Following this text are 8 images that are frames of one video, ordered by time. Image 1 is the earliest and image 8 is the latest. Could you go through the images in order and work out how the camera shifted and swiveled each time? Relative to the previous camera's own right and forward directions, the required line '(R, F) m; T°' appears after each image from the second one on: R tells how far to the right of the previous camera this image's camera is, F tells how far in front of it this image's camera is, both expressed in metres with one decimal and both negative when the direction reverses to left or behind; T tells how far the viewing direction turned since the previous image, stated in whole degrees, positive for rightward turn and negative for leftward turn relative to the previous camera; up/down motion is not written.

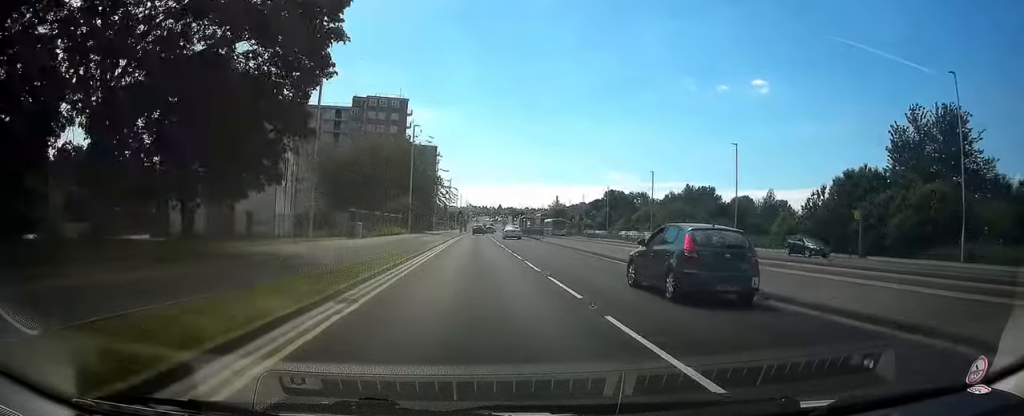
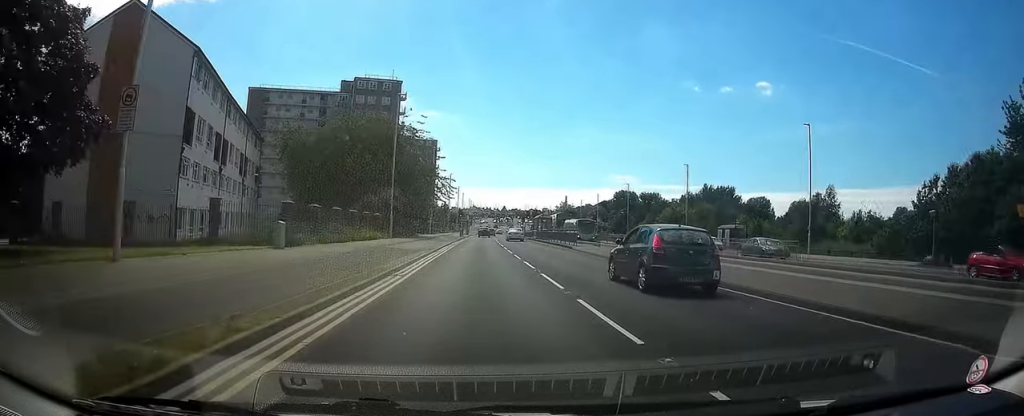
(-0.1, +16.6) m; -1°
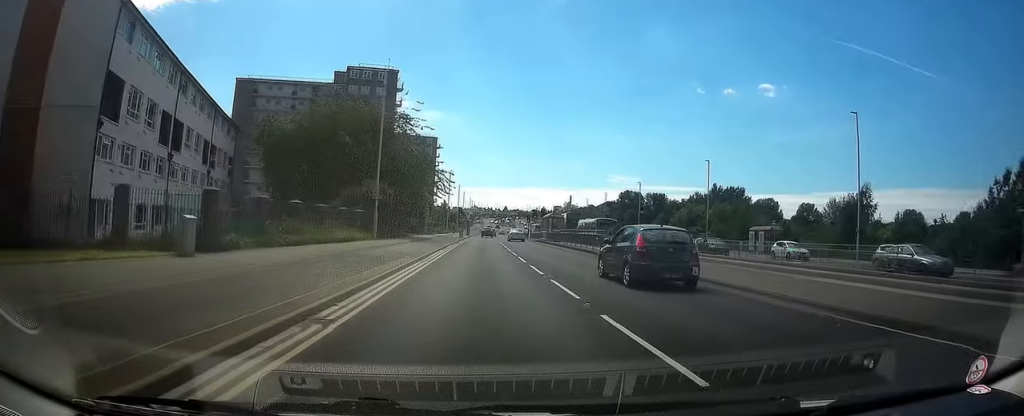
(0.0, +8.0) m; -1°
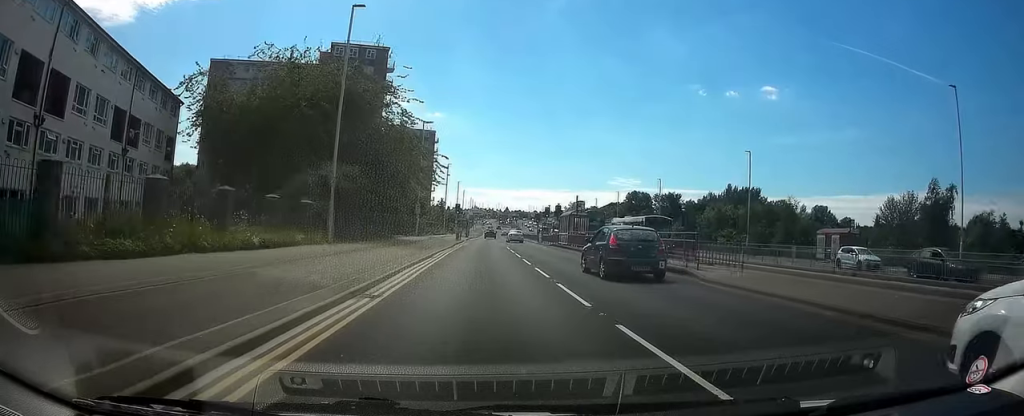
(-0.1, +13.0) m; -1°
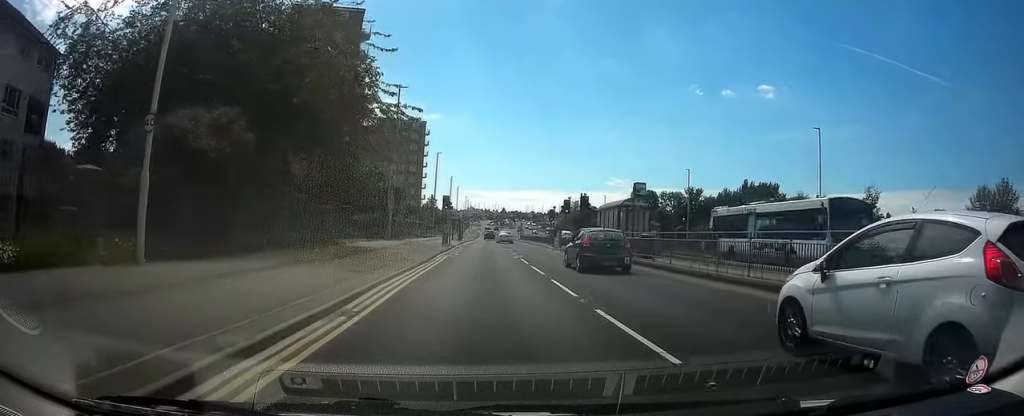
(-0.2, +17.2) m; 0°
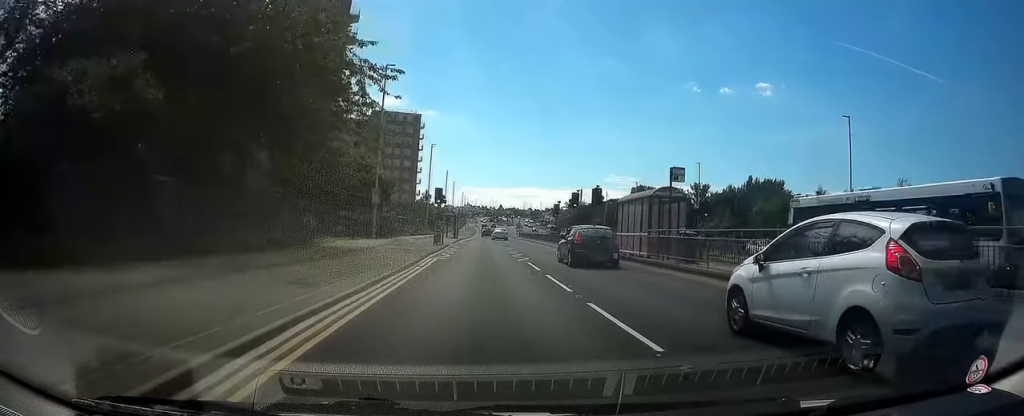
(0.0, +5.9) m; 0°
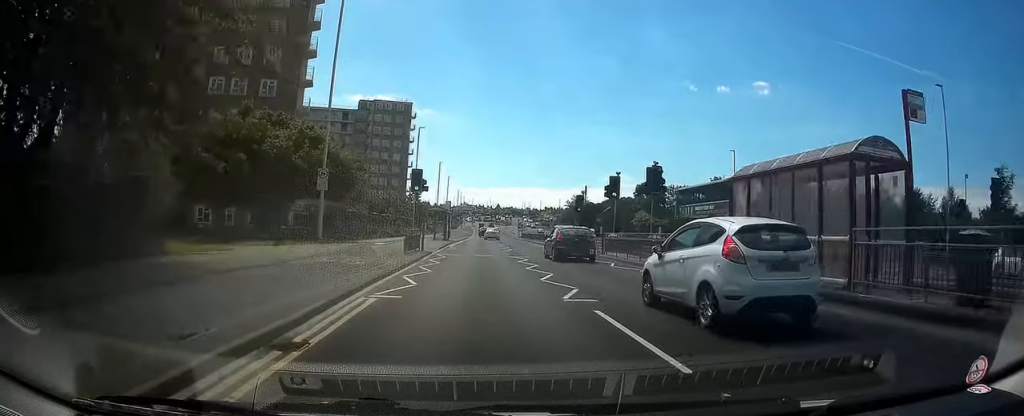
(+0.1, +13.8) m; -1°
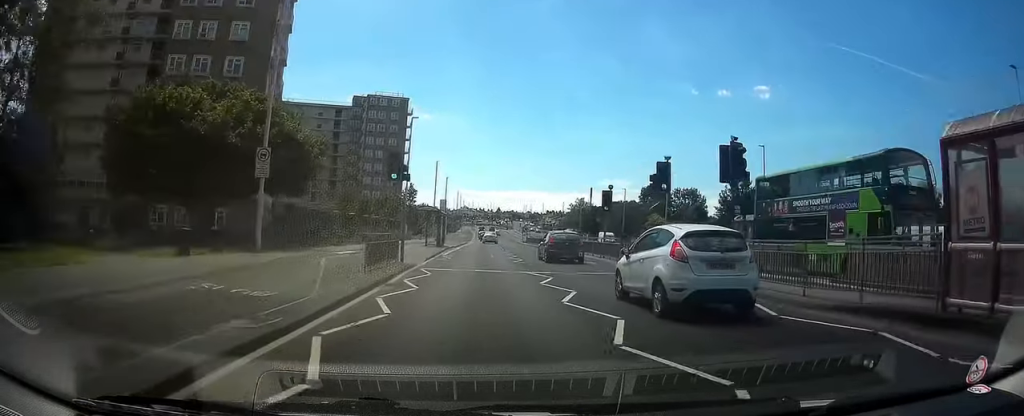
(-0.2, +8.4) m; 0°
